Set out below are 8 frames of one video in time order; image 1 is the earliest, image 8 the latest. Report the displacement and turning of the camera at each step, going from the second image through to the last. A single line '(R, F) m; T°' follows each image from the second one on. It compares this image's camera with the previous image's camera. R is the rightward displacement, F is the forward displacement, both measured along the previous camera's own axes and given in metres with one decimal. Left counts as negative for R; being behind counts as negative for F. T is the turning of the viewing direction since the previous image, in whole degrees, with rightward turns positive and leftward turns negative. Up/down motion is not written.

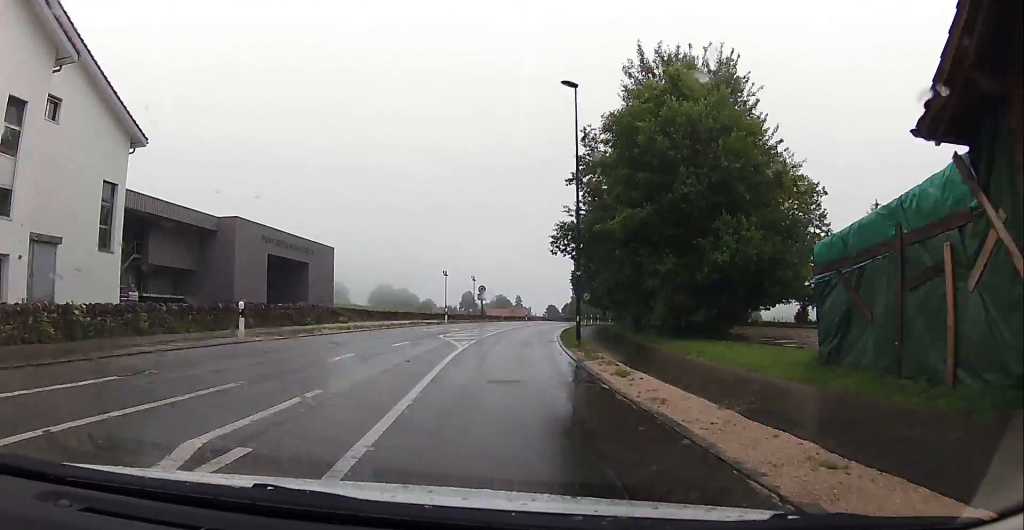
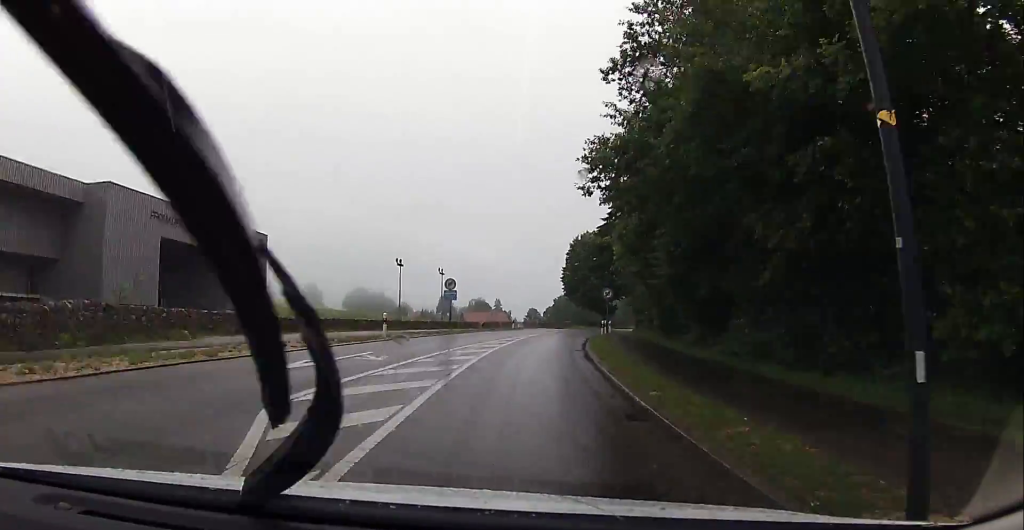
(+0.8, +18.6) m; +2°
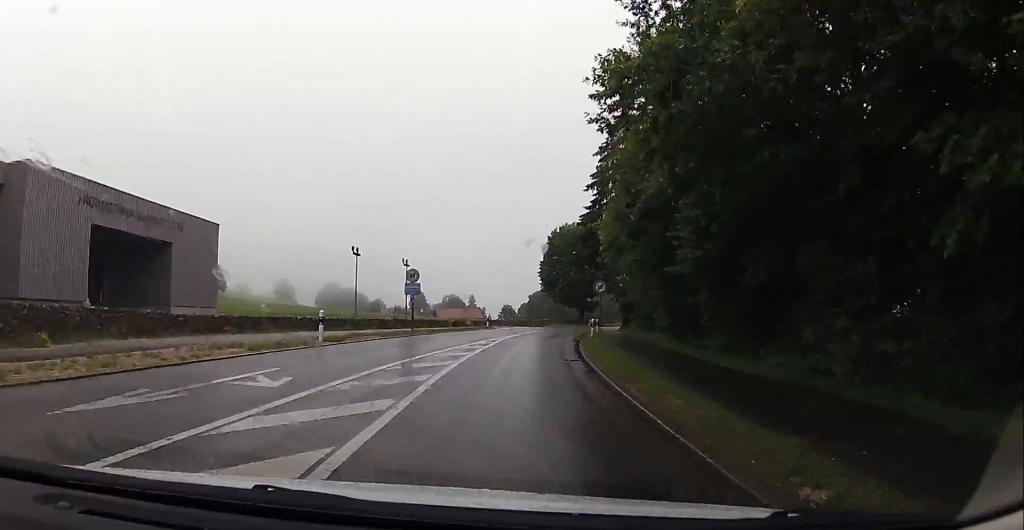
(-0.2, +6.1) m; 0°
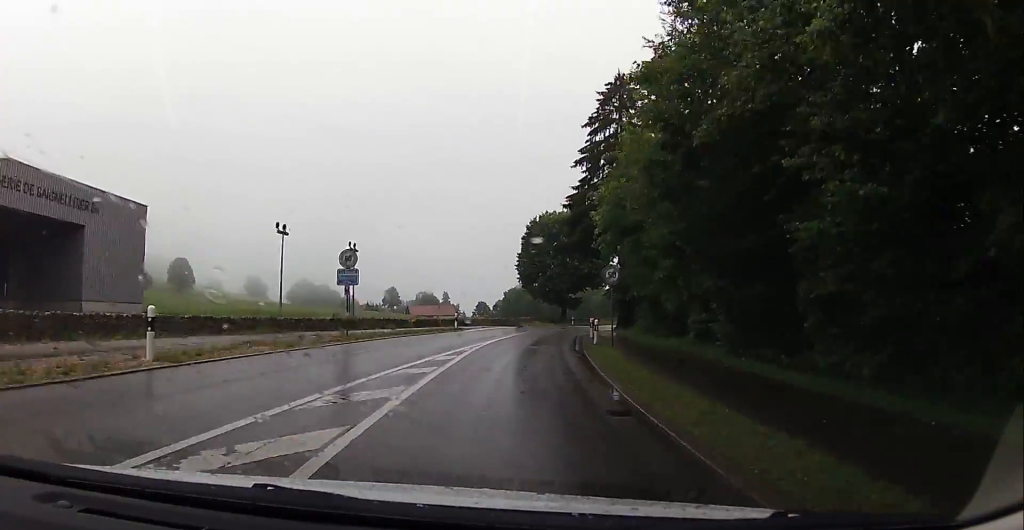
(+0.2, +9.3) m; +1°
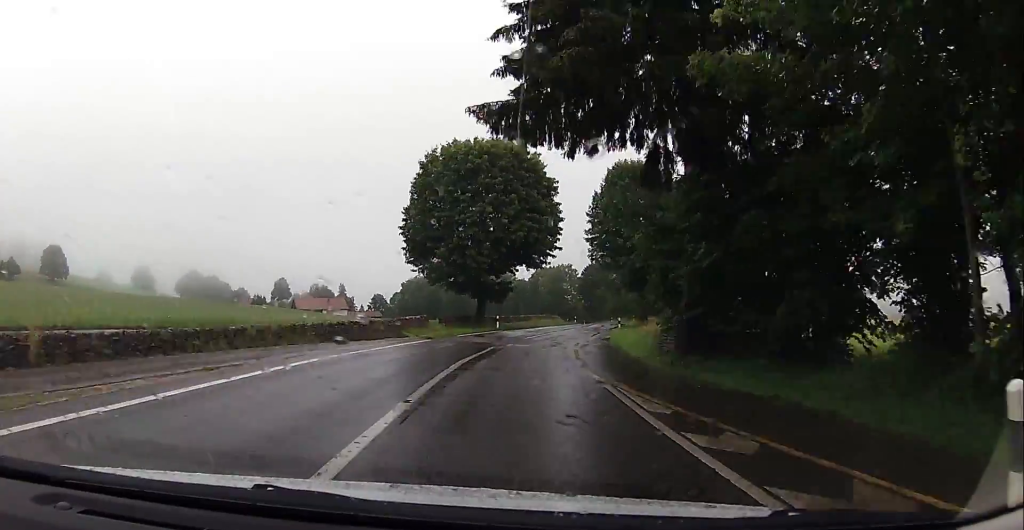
(+2.4, +34.9) m; +9°
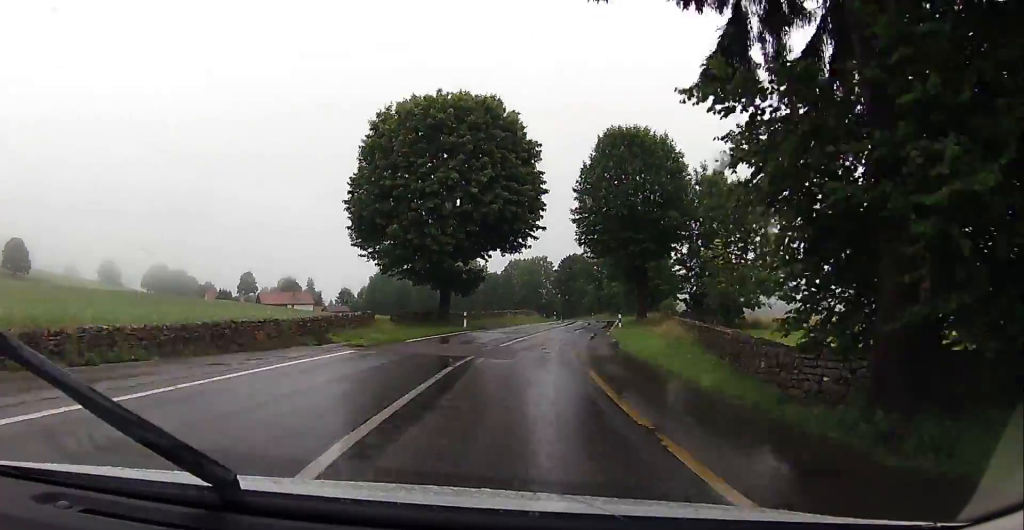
(+0.3, +9.8) m; +2°
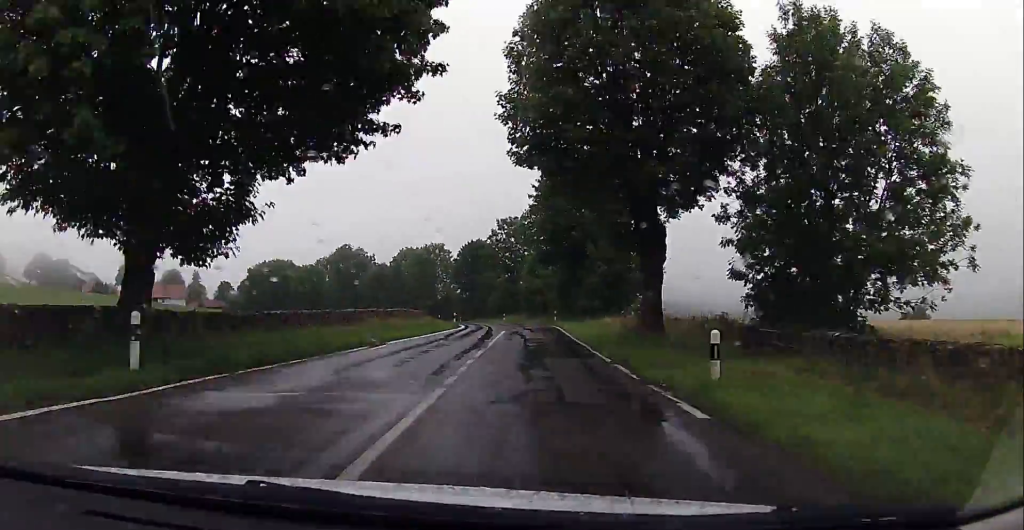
(+0.7, +26.9) m; +6°
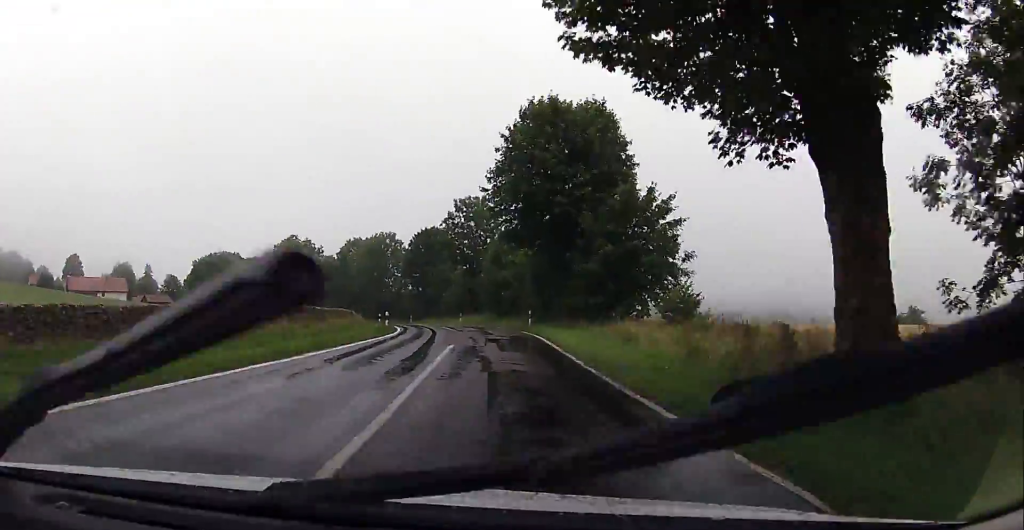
(+0.8, +15.1) m; +4°
